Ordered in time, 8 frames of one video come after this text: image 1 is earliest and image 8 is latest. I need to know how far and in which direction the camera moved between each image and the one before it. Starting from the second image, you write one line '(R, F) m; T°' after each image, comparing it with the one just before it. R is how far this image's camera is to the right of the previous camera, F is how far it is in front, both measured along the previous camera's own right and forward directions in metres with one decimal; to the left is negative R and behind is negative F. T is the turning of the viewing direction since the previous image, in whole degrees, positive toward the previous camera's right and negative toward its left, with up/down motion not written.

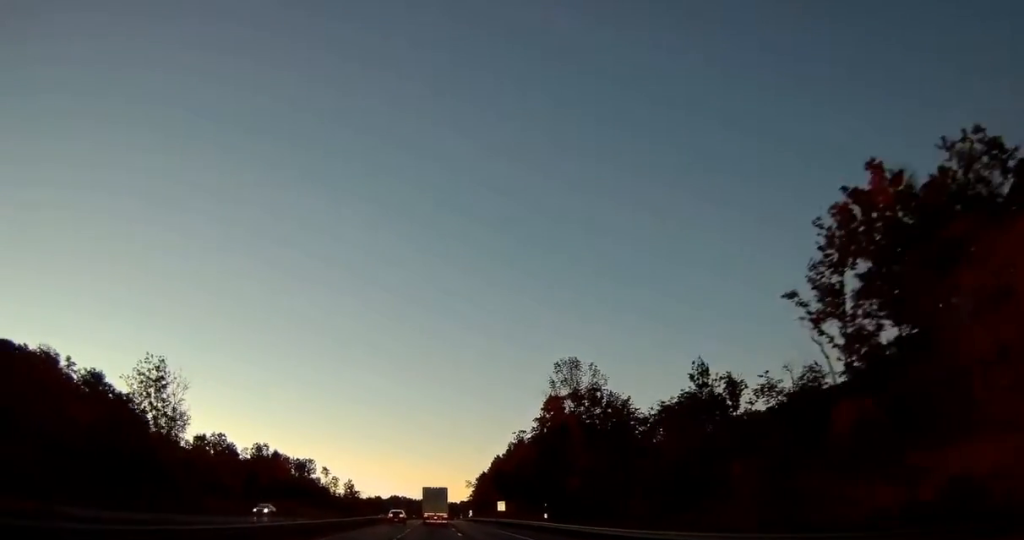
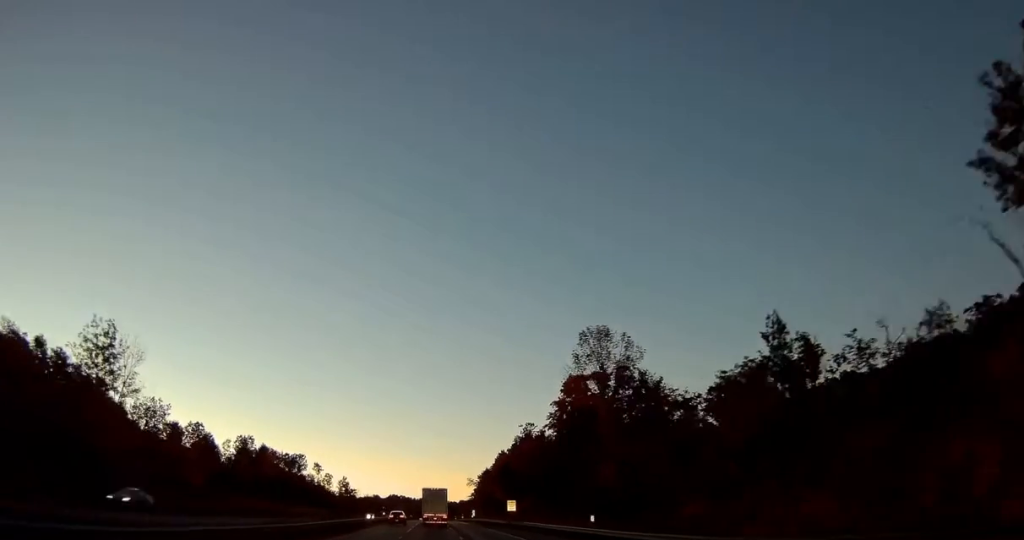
(0.0, +15.0) m; 0°
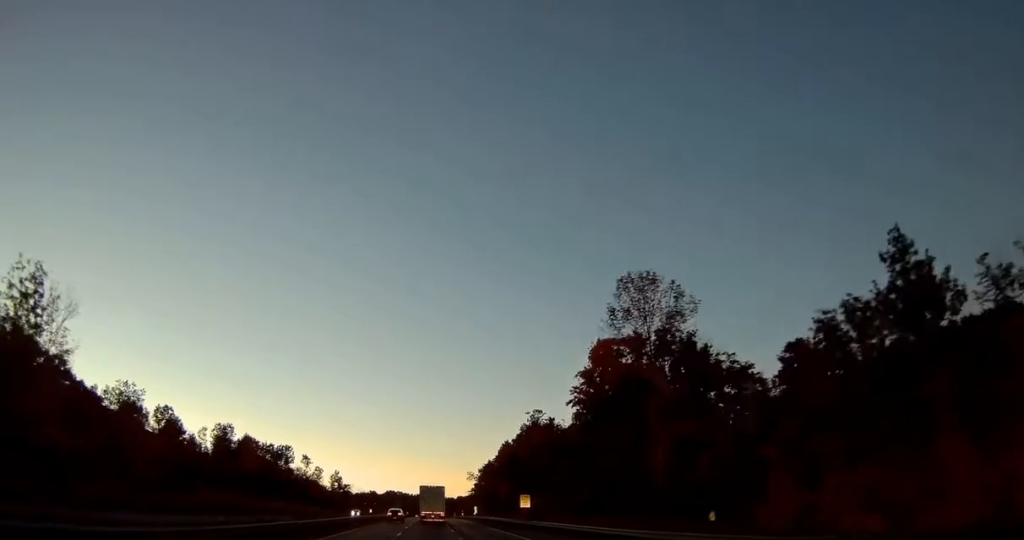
(0.0, +15.0) m; 0°
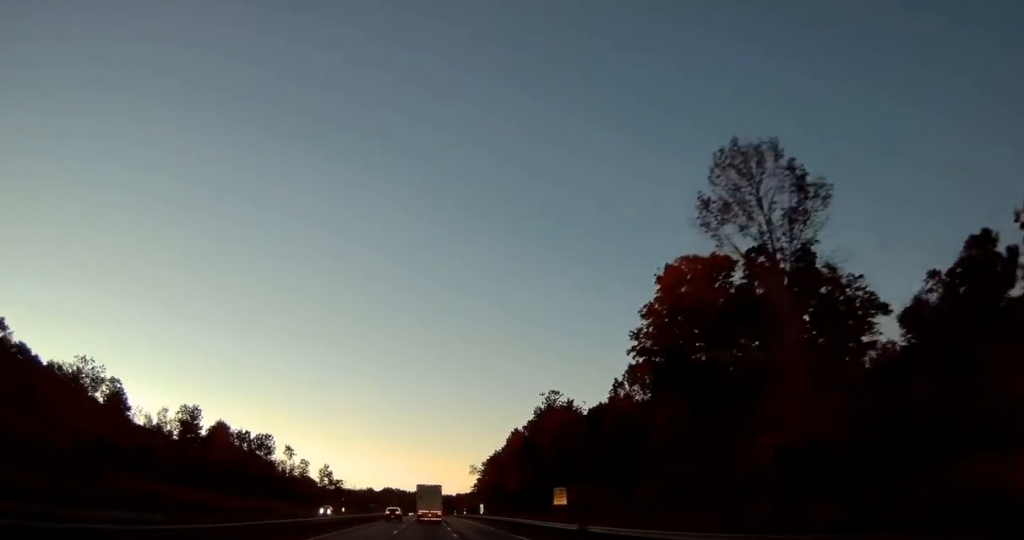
(-0.2, +20.8) m; 0°
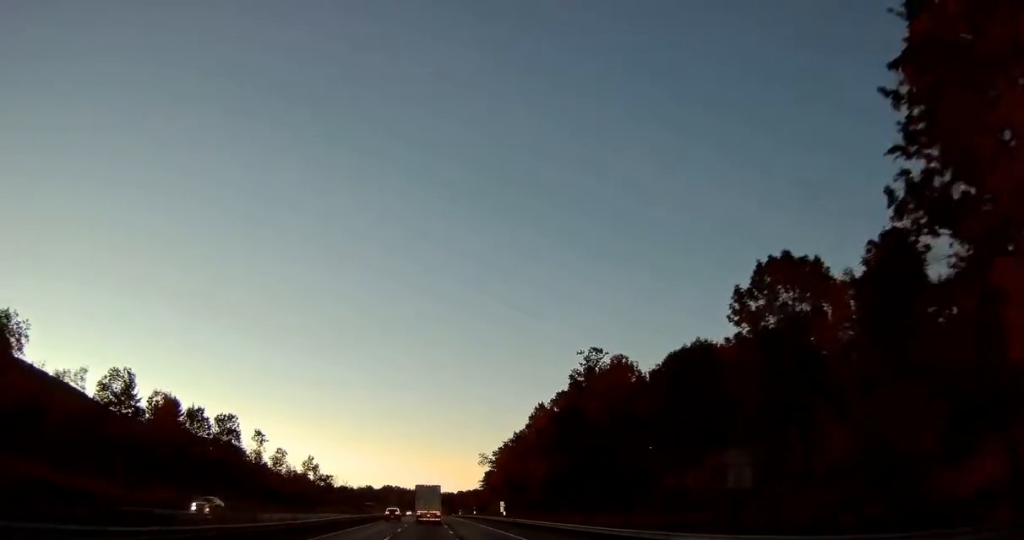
(+0.5, +32.6) m; +1°
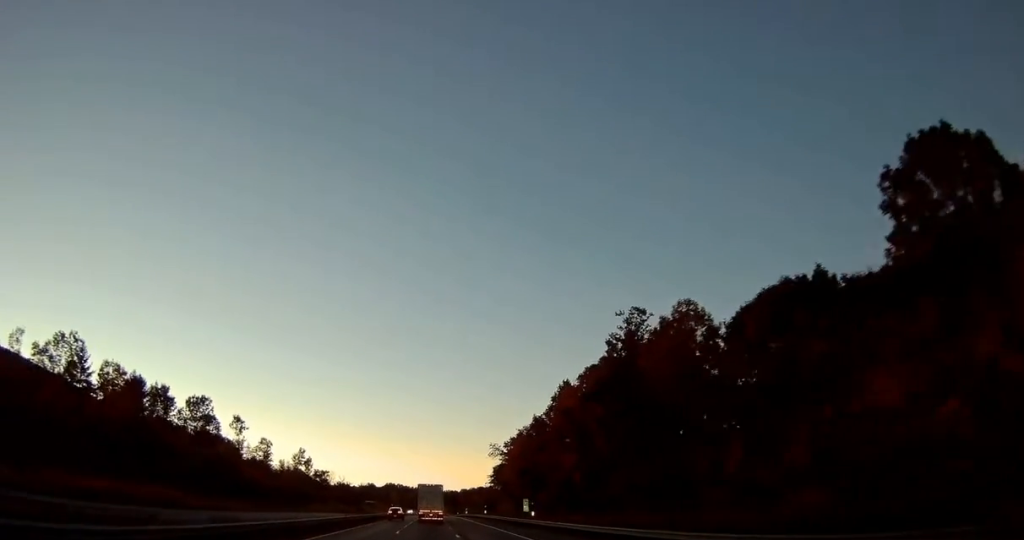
(-0.1, +18.7) m; 0°
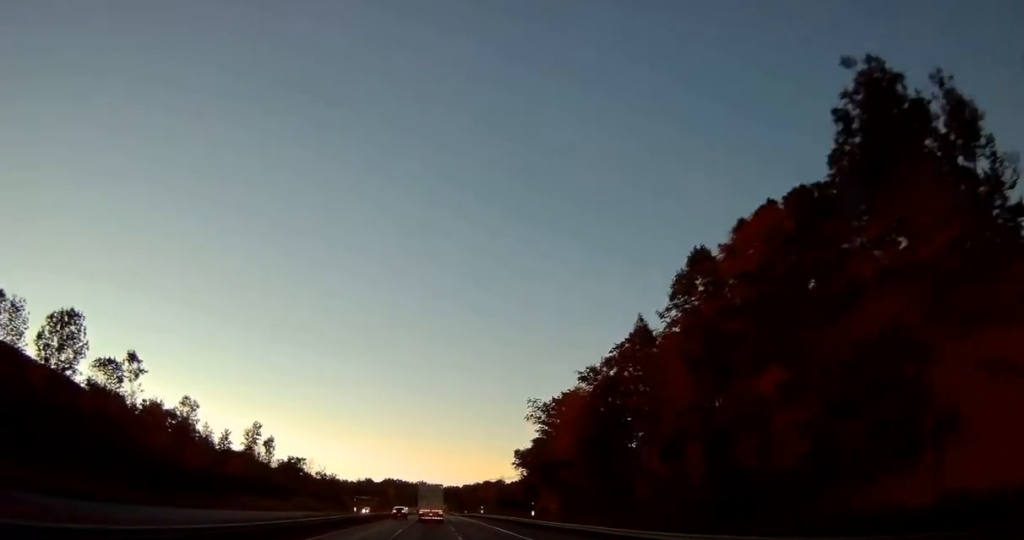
(-0.2, +47.9) m; 0°
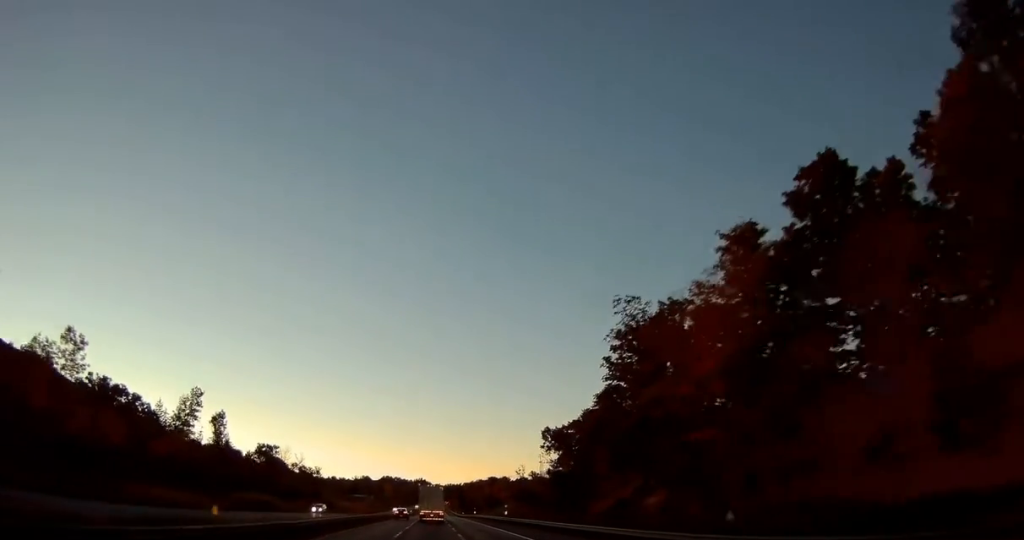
(0.0, +37.2) m; 0°
